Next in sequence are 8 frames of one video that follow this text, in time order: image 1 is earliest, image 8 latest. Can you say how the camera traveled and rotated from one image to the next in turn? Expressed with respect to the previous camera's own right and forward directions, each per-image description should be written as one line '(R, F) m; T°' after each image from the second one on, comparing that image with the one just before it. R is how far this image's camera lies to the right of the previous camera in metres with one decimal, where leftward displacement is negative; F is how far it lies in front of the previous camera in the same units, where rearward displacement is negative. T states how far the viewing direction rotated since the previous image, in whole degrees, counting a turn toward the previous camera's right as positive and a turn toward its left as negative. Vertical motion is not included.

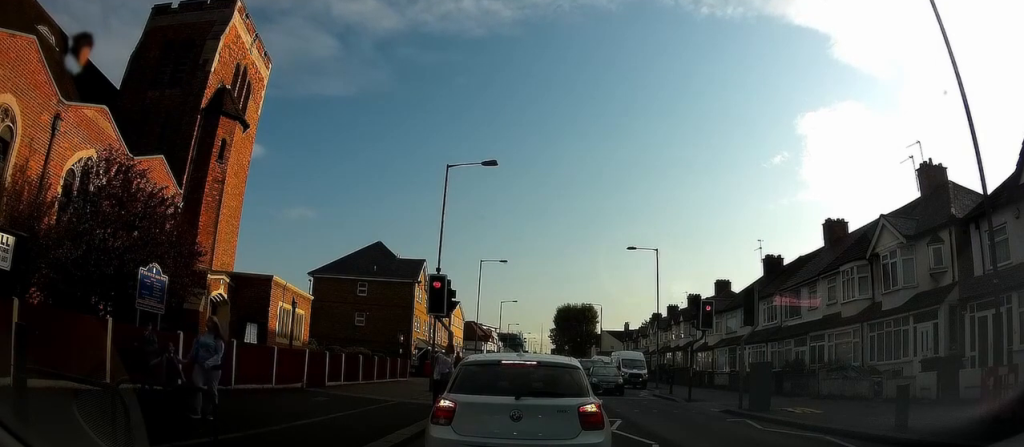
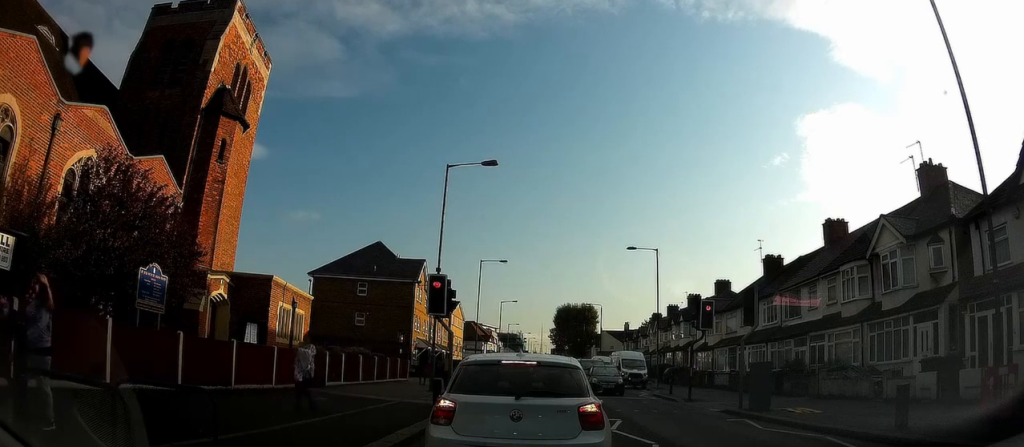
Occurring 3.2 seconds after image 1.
(0.0, 0.0) m; 0°
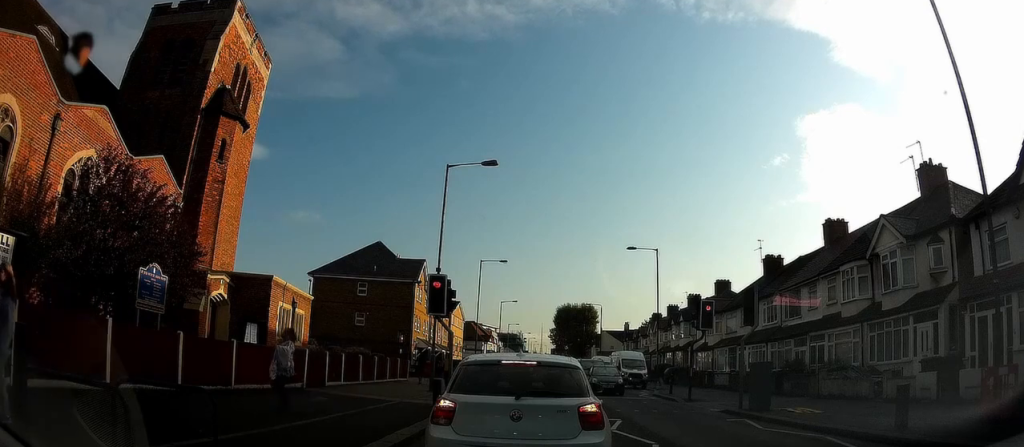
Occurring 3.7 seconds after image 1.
(0.0, 0.0) m; 0°
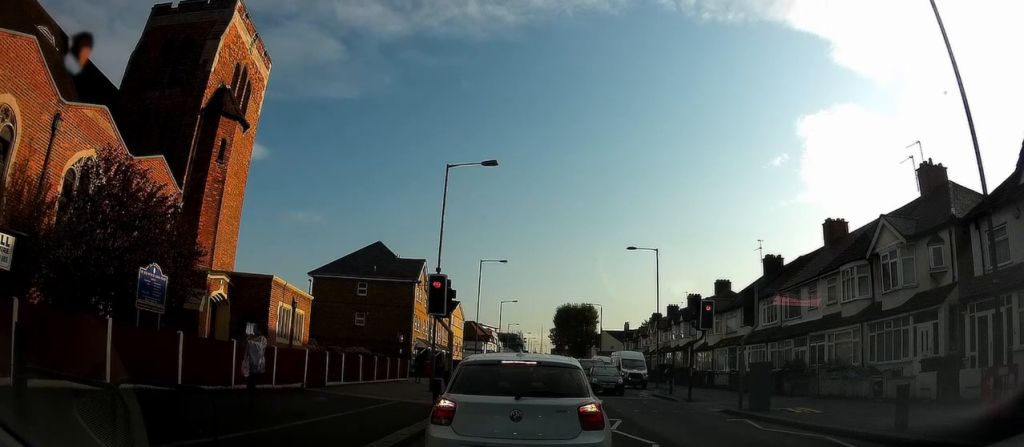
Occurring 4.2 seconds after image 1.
(0.0, 0.0) m; 0°
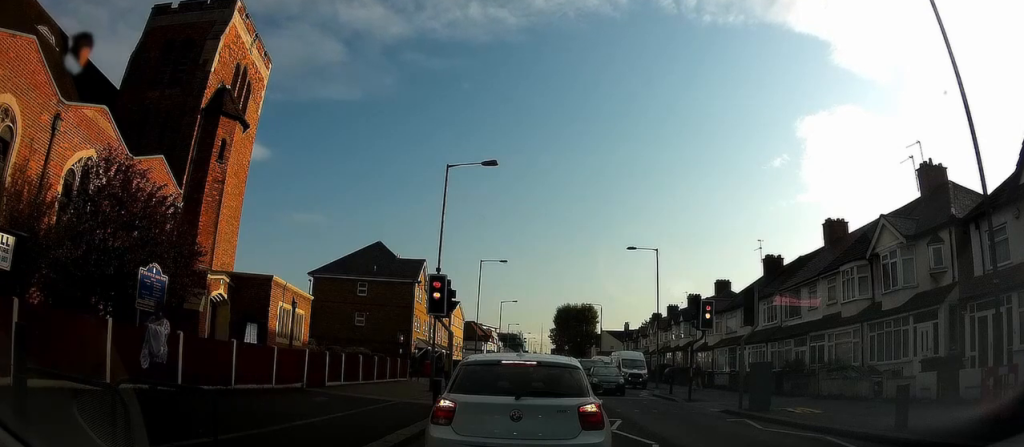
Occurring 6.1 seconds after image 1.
(0.0, 0.0) m; 0°
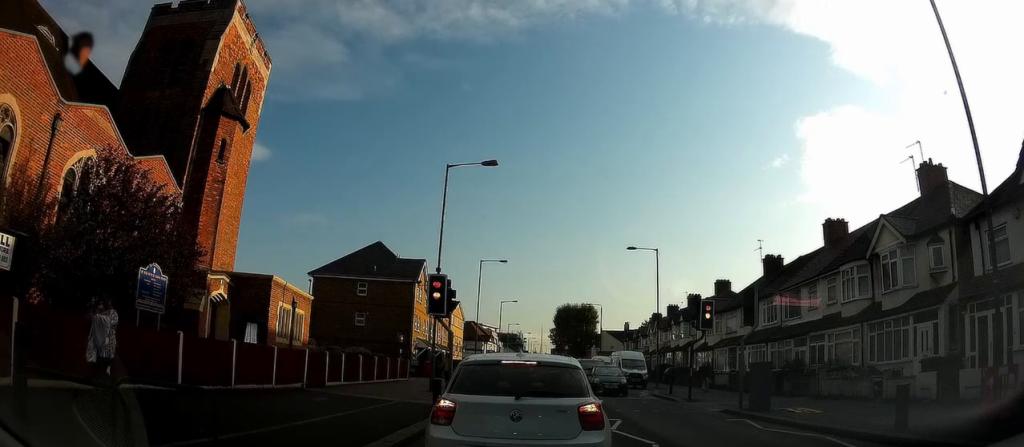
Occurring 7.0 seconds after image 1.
(0.0, 0.0) m; 0°
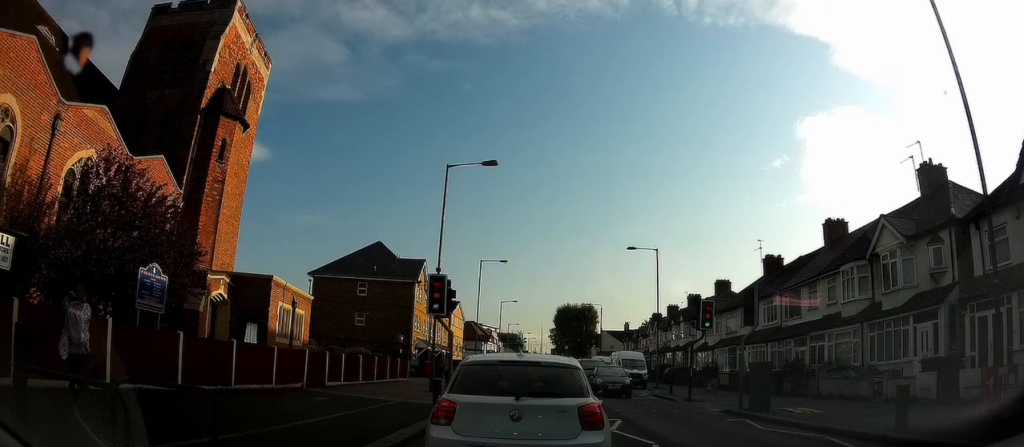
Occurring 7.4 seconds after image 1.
(0.0, 0.0) m; 0°
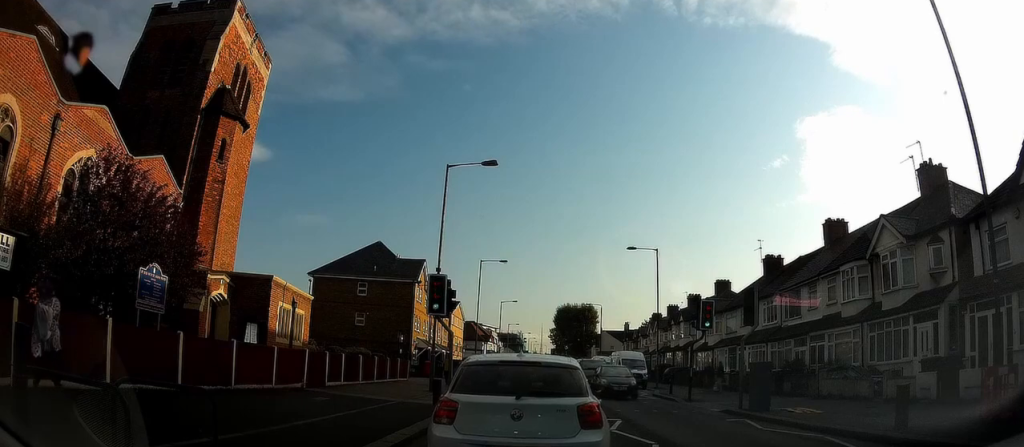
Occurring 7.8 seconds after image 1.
(0.0, 0.0) m; 0°
